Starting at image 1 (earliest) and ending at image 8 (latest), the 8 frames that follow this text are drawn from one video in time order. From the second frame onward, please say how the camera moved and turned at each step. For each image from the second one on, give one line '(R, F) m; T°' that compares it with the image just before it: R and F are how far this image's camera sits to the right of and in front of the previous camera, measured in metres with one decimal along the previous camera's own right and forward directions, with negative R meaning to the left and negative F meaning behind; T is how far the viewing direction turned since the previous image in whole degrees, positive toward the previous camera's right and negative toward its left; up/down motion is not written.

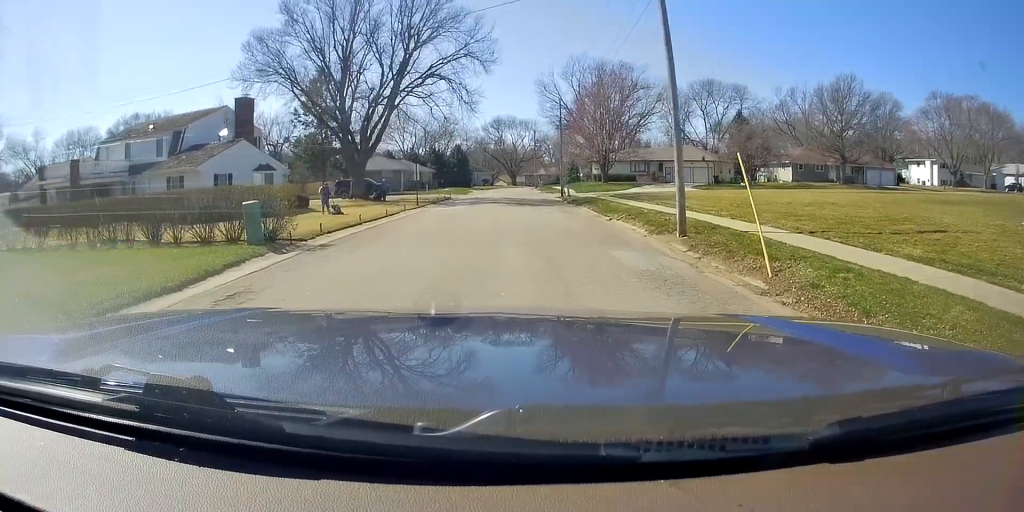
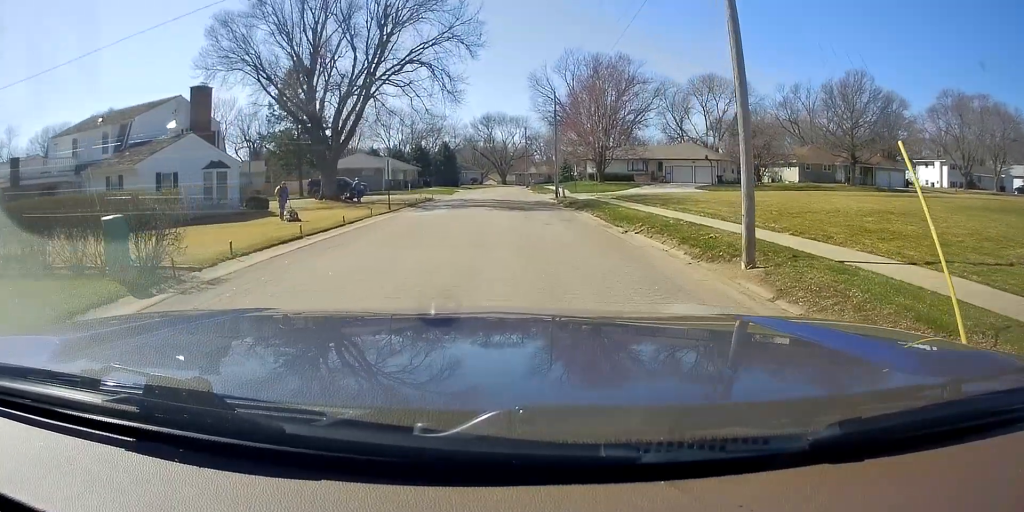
(-0.1, +4.9) m; -1°
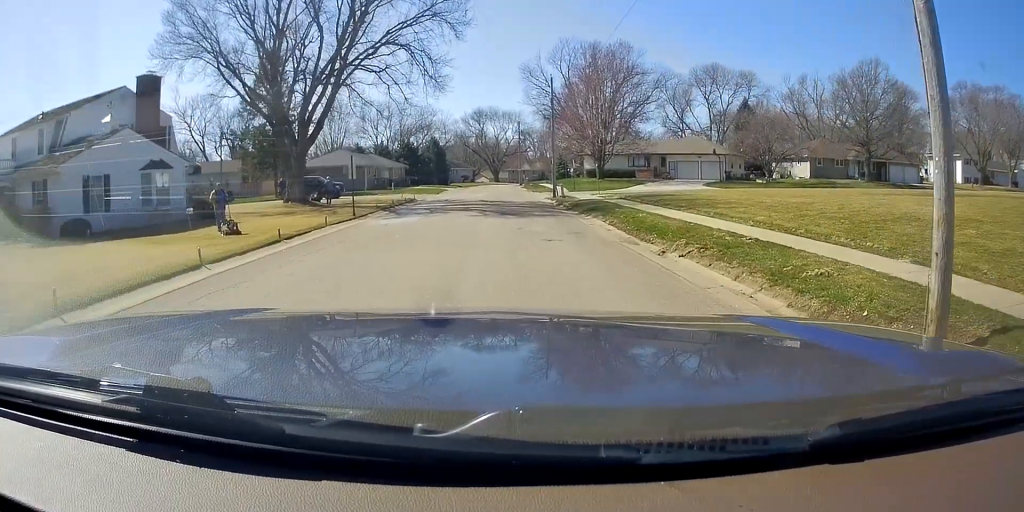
(0.0, +5.2) m; 0°
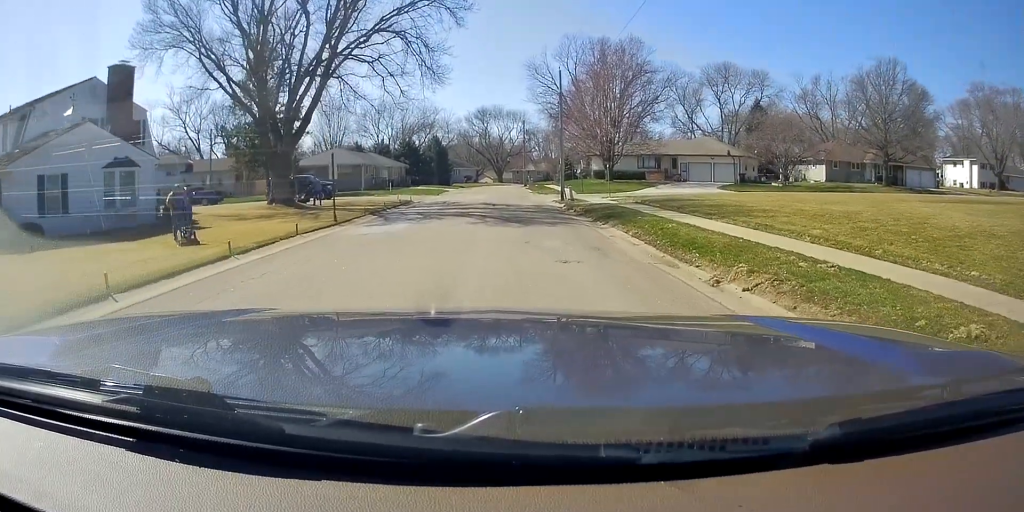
(0.0, +3.3) m; 0°
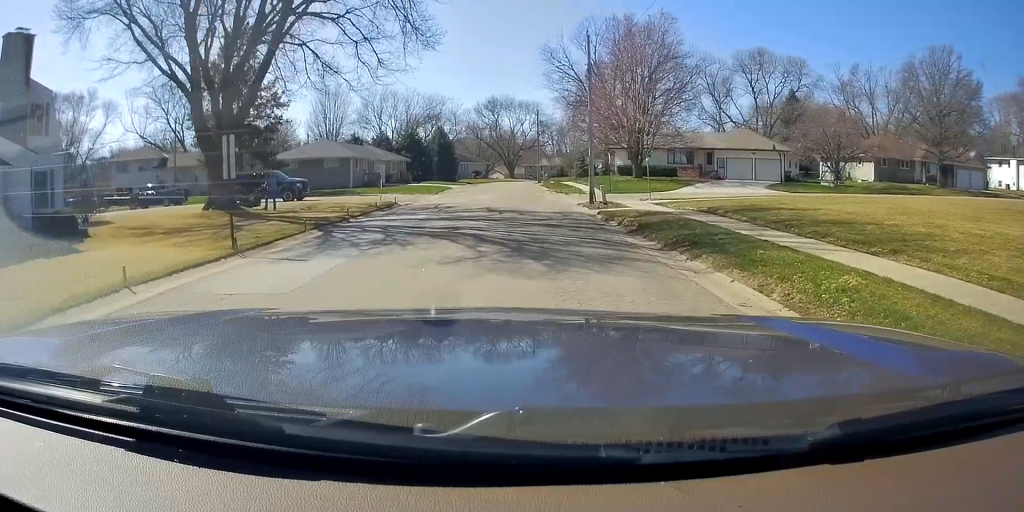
(0.0, +9.2) m; +4°
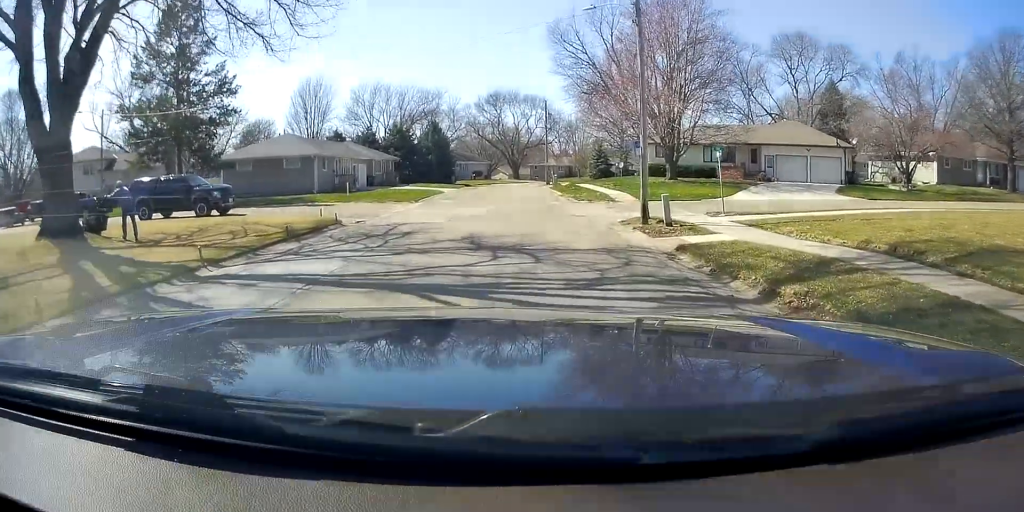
(+0.4, +11.4) m; -2°
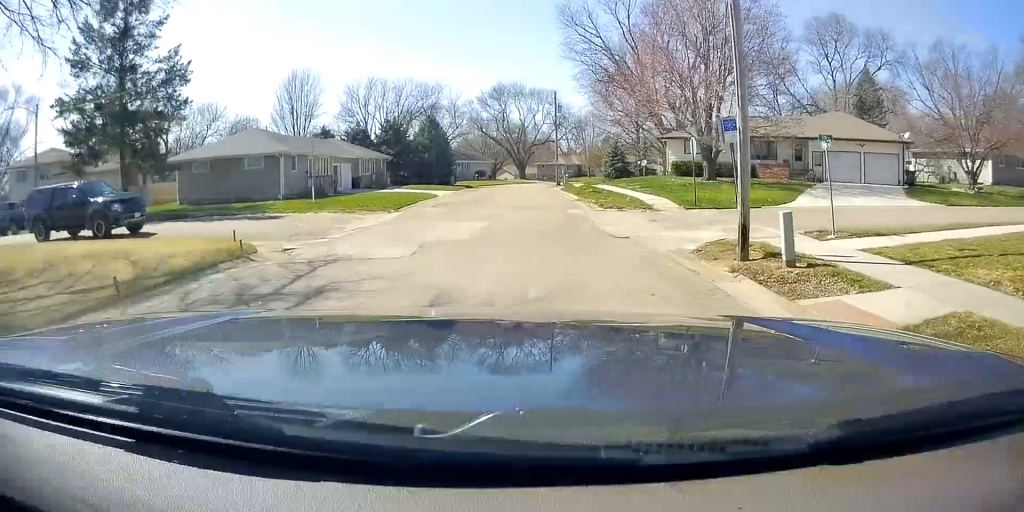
(-0.3, +7.8) m; -6°
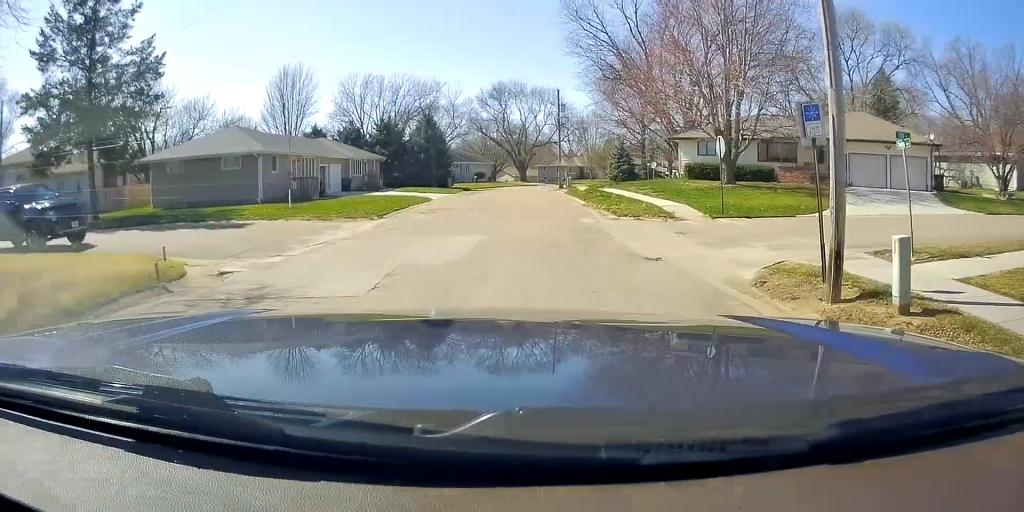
(-0.2, +3.5) m; +1°
